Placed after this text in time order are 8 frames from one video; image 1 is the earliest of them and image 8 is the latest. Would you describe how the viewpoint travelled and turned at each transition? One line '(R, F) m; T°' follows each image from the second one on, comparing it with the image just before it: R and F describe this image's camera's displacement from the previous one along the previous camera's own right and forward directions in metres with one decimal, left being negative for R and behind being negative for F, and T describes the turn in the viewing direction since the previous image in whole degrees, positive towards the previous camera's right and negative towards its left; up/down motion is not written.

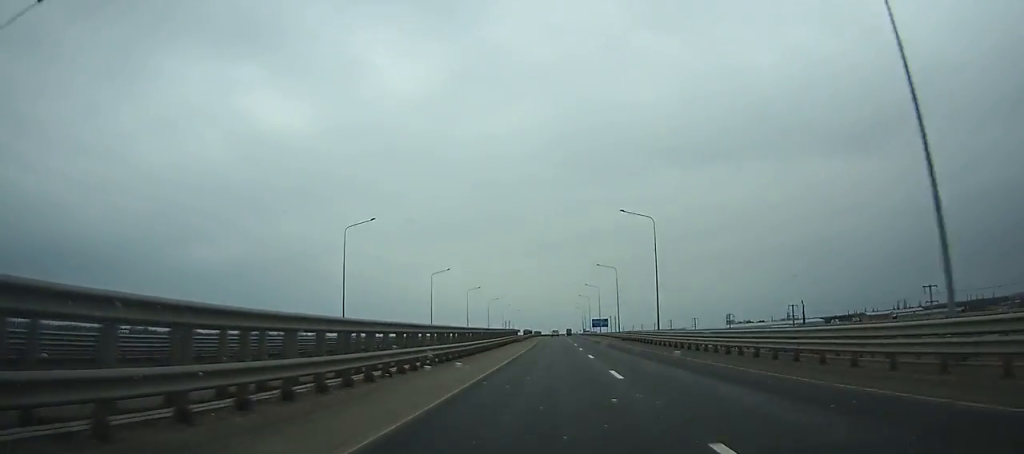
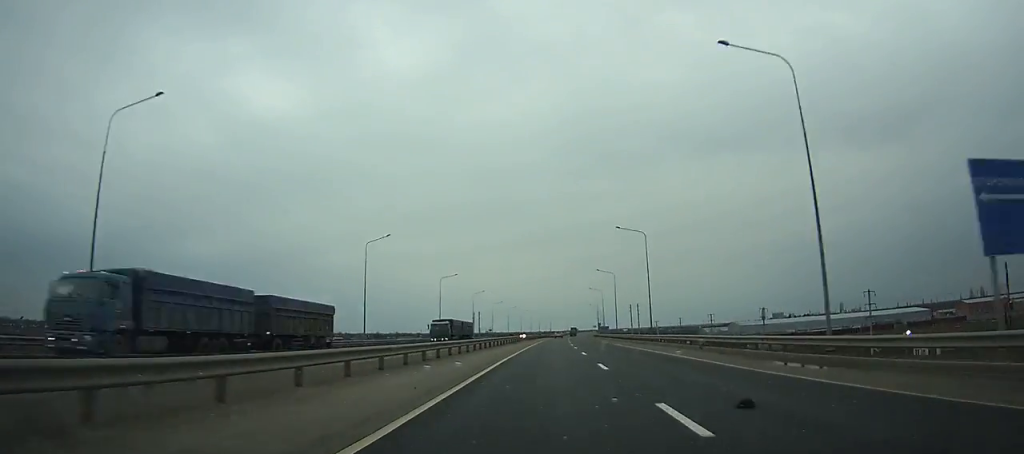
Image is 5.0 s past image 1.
(+0.9, +151.6) m; +1°
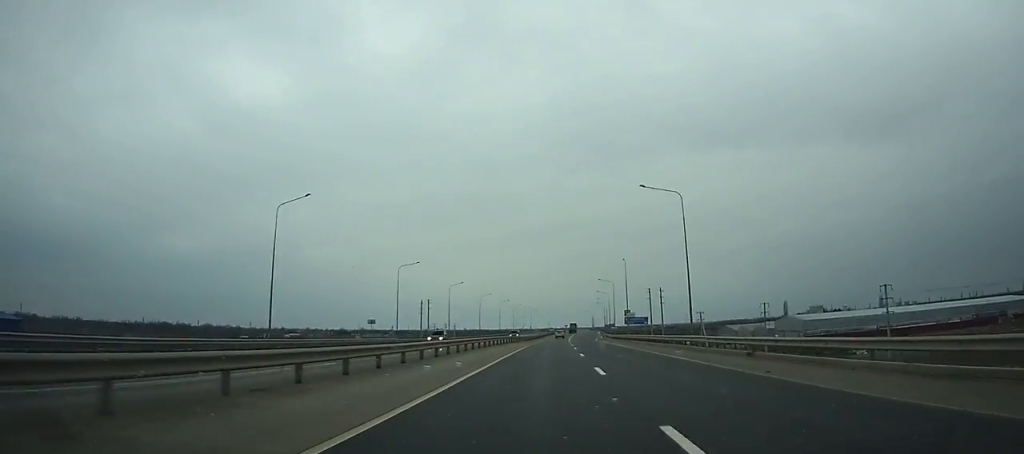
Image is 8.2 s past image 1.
(+1.3, +96.5) m; +2°
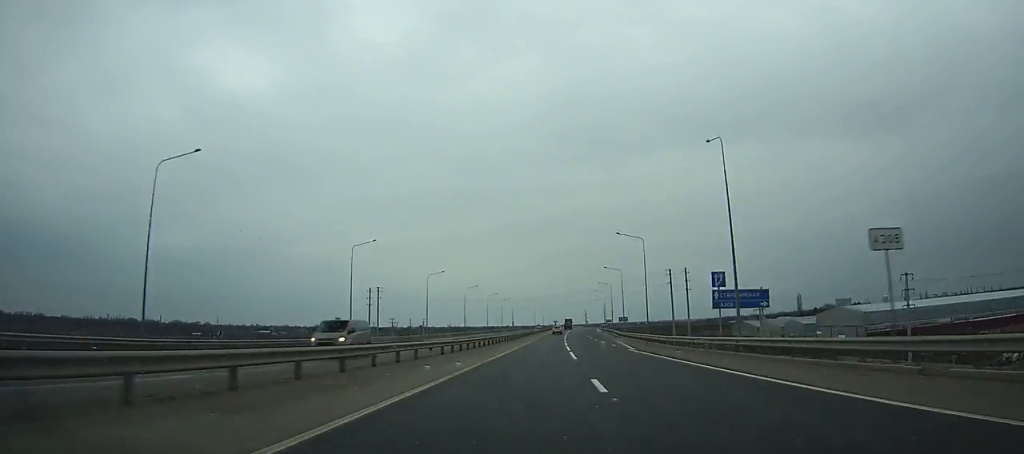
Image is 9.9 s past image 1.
(+0.5, +50.2) m; +1°
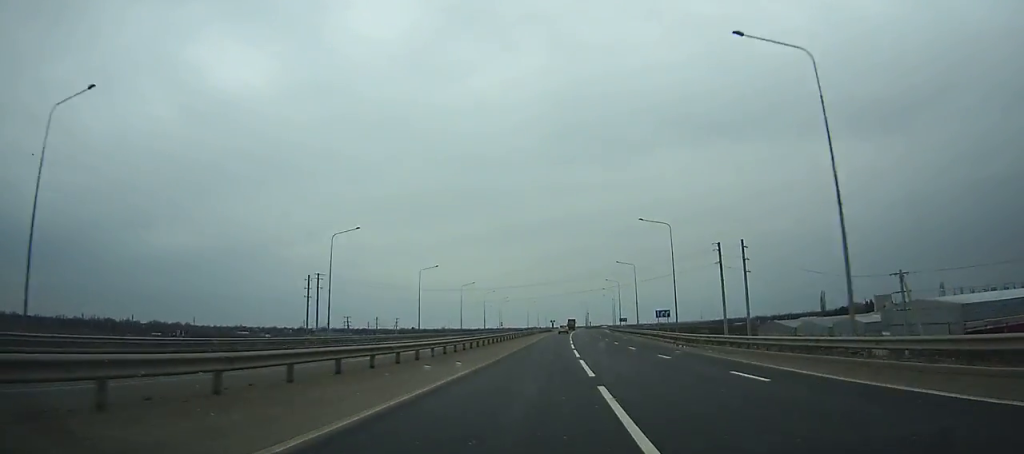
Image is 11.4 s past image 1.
(+0.3, +43.6) m; +1°
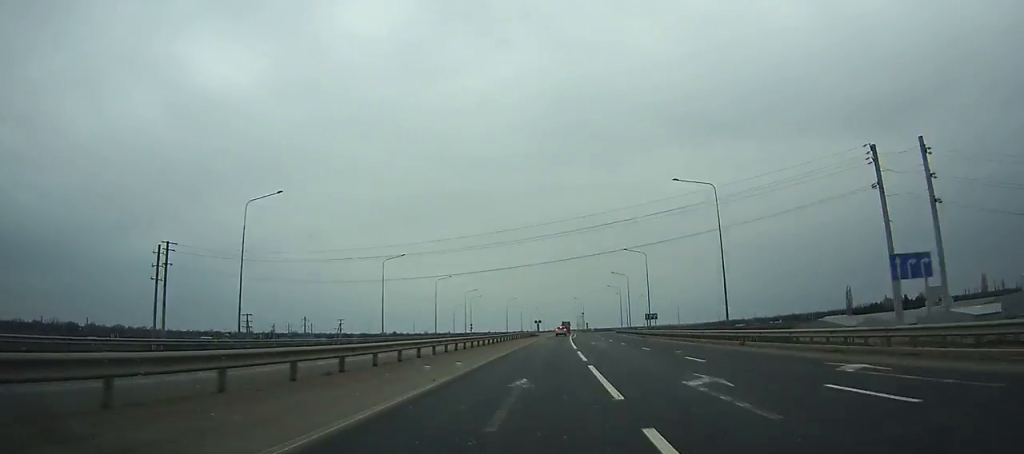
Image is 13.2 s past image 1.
(+0.5, +50.8) m; +1°
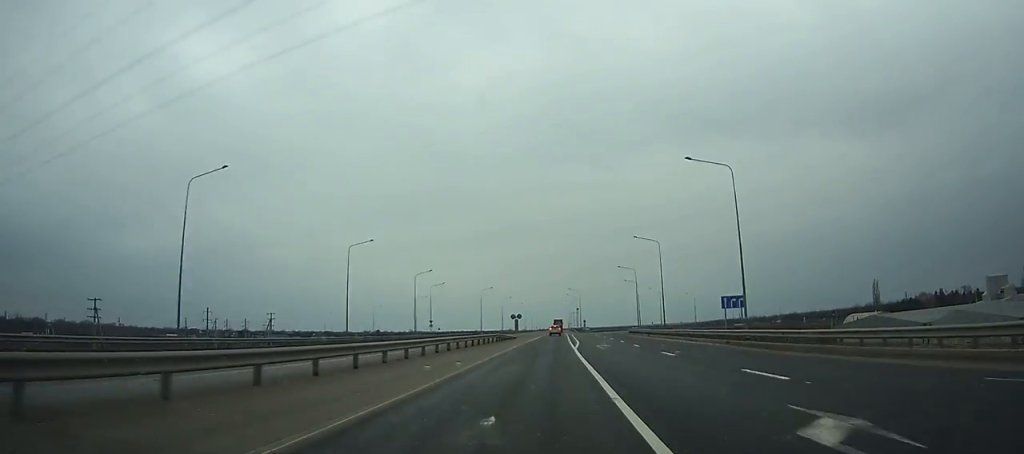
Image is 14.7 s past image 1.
(+0.4, +40.9) m; +1°
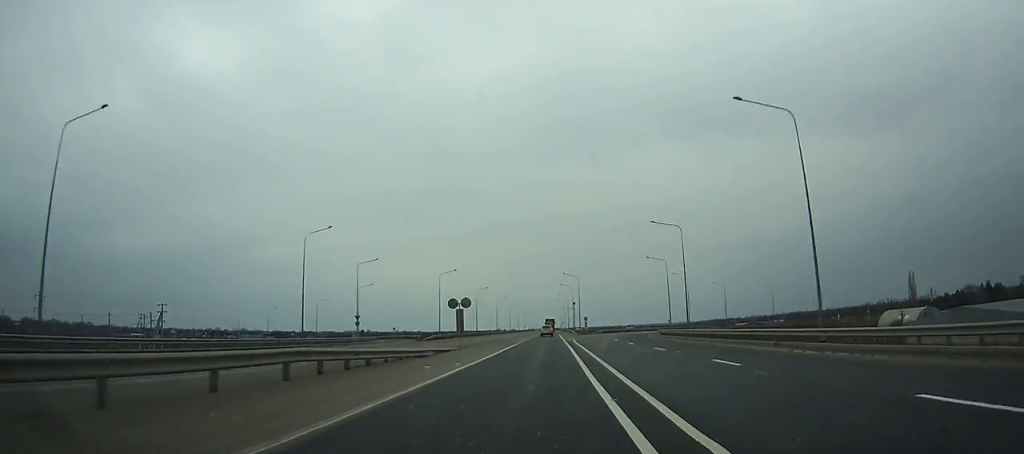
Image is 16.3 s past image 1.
(+0.5, +42.6) m; 0°
